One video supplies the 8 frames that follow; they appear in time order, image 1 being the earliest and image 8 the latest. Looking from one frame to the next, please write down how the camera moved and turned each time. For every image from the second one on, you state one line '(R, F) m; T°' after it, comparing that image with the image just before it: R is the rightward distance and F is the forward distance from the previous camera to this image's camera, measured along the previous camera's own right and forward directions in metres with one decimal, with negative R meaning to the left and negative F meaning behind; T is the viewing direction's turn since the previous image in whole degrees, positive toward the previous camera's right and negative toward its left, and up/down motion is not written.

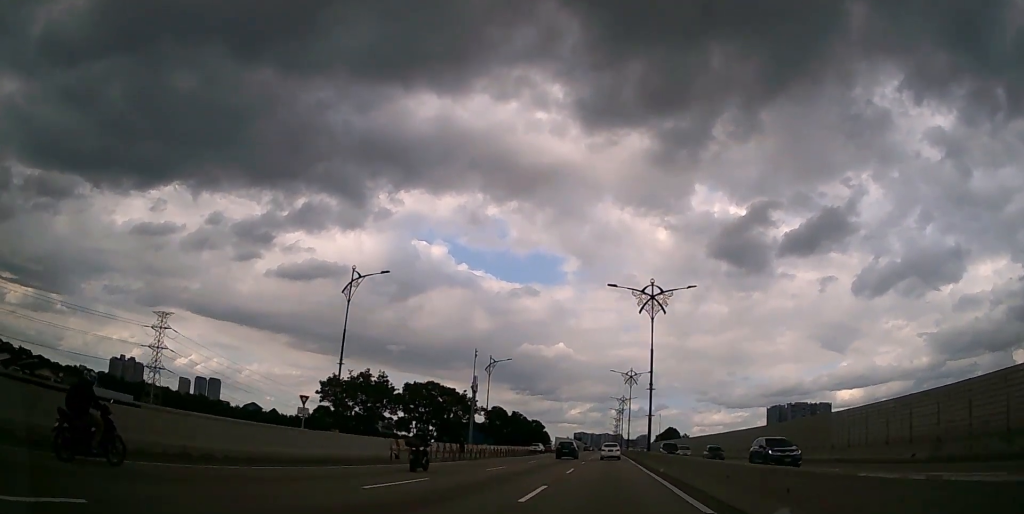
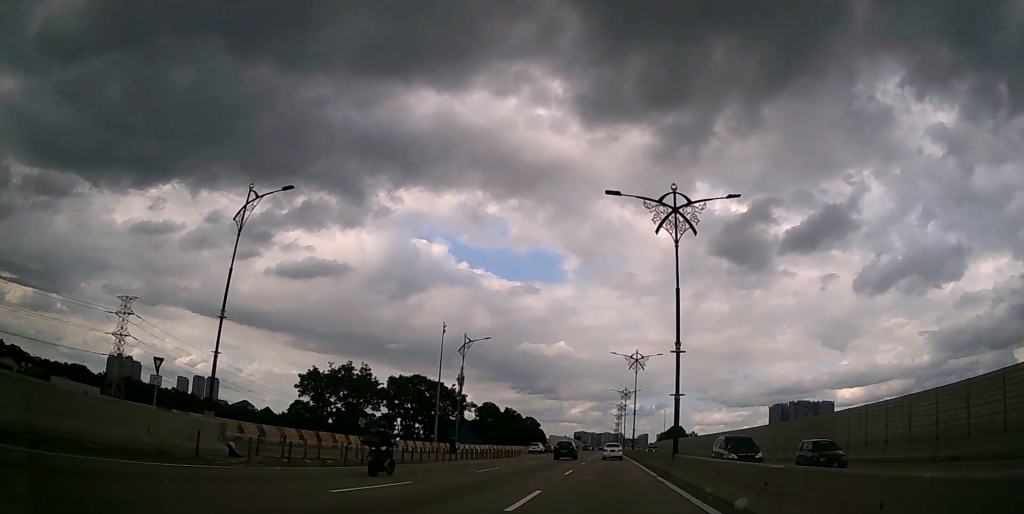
(0.0, +15.1) m; 0°
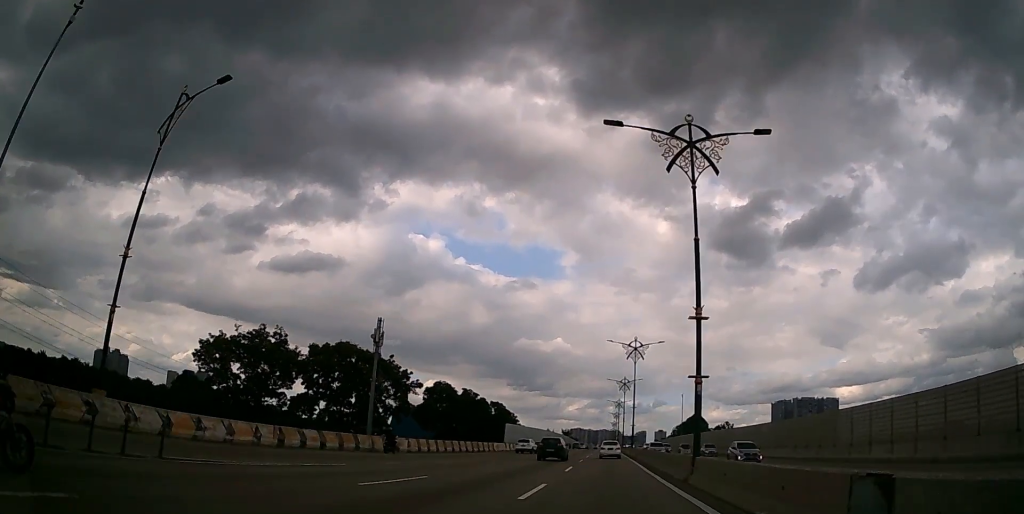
(+0.1, +49.1) m; 0°
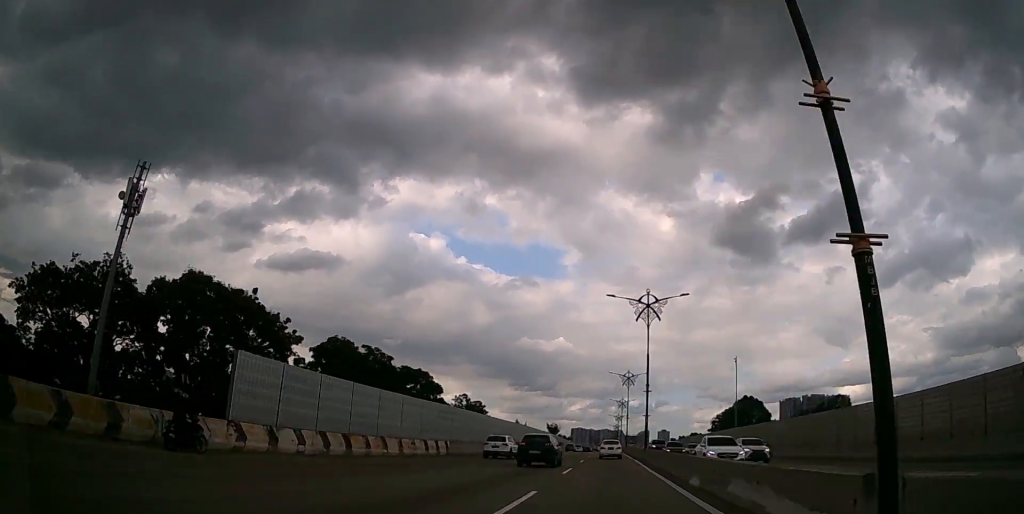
(0.0, +54.2) m; 0°
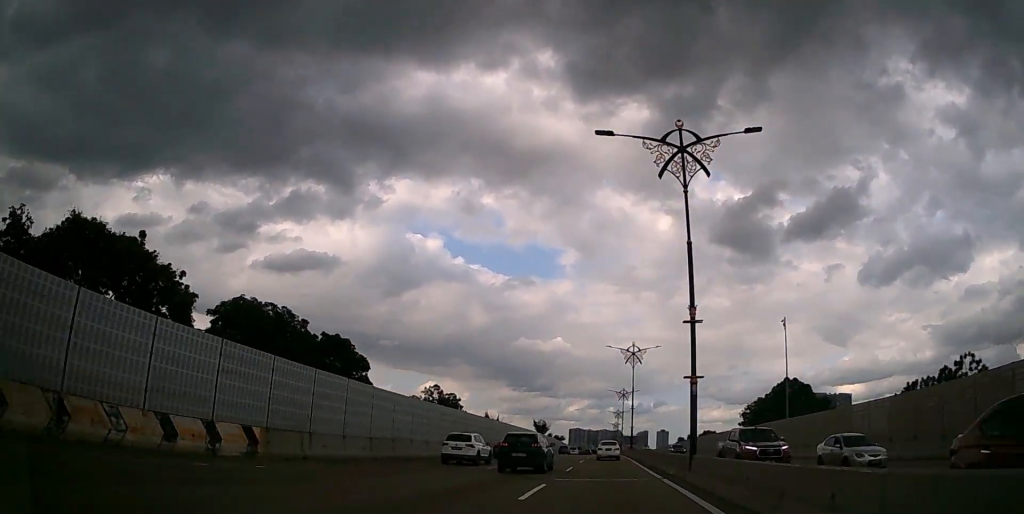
(0.0, +23.9) m; 0°
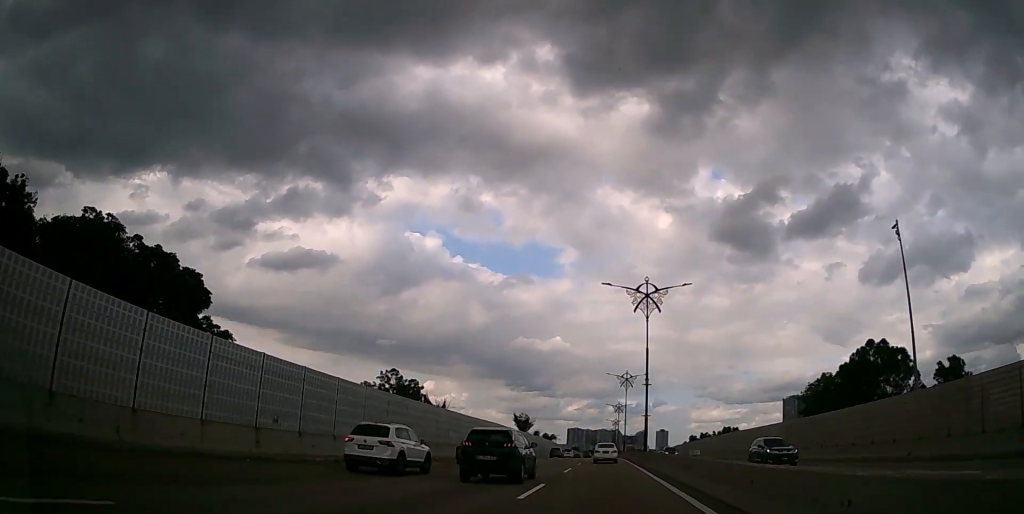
(0.0, +24.5) m; 0°
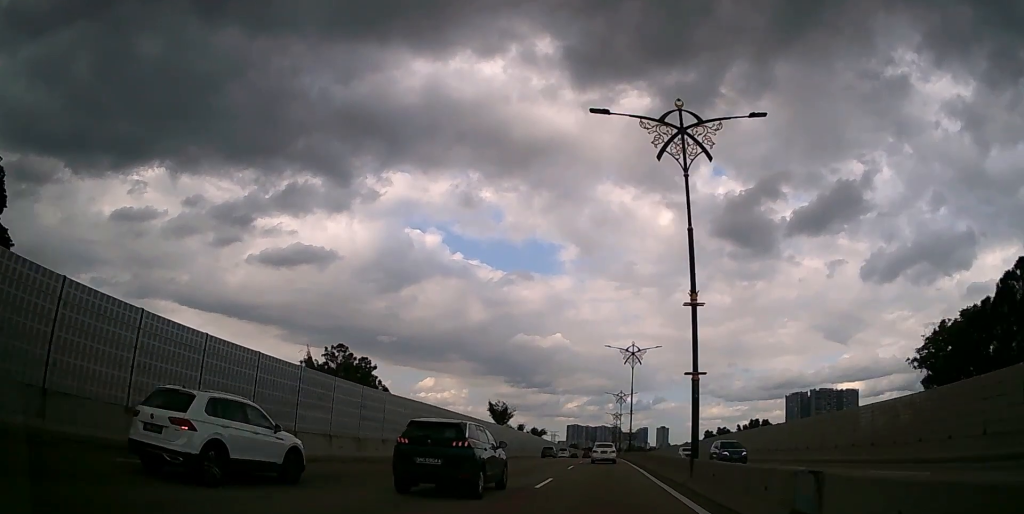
(0.0, +20.7) m; 0°
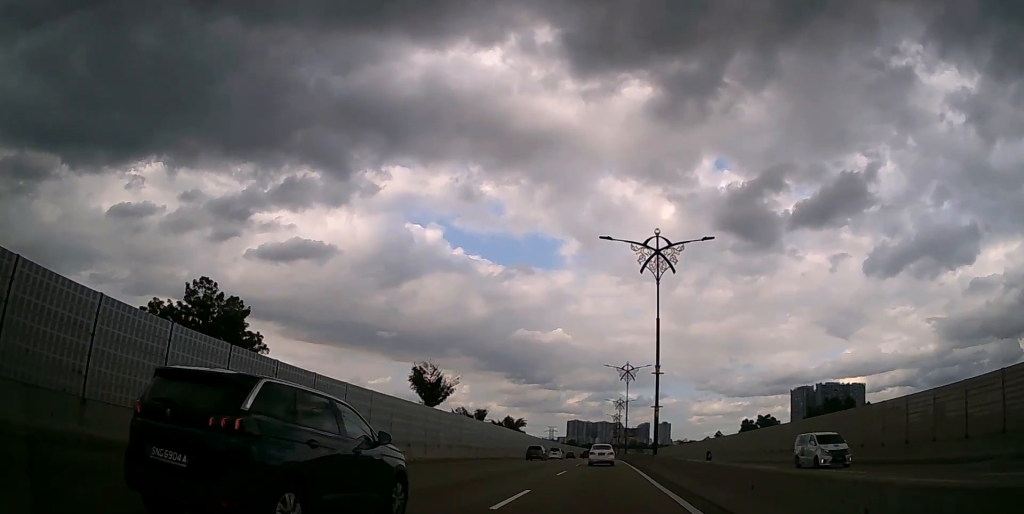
(0.0, +32.3) m; 0°
